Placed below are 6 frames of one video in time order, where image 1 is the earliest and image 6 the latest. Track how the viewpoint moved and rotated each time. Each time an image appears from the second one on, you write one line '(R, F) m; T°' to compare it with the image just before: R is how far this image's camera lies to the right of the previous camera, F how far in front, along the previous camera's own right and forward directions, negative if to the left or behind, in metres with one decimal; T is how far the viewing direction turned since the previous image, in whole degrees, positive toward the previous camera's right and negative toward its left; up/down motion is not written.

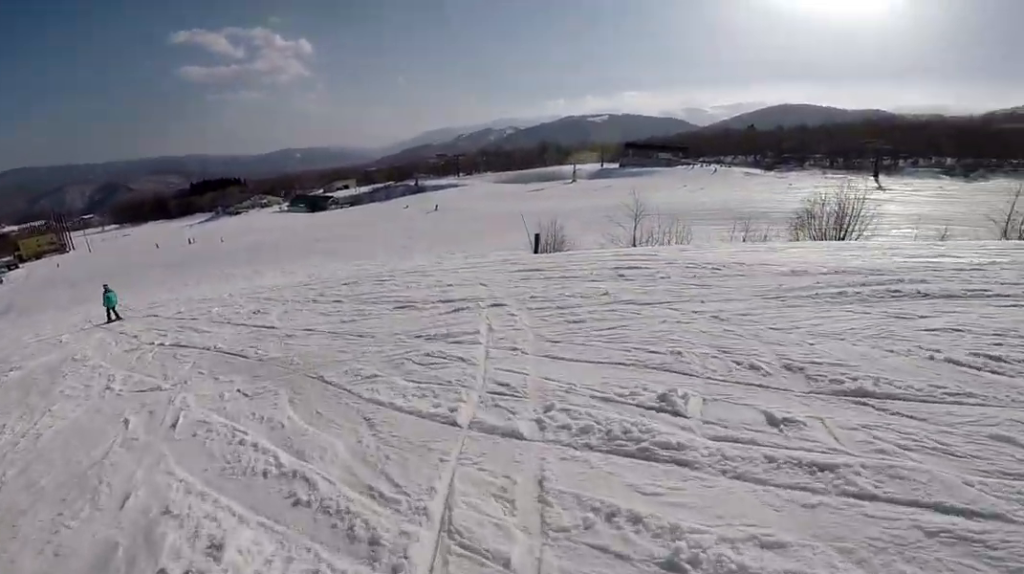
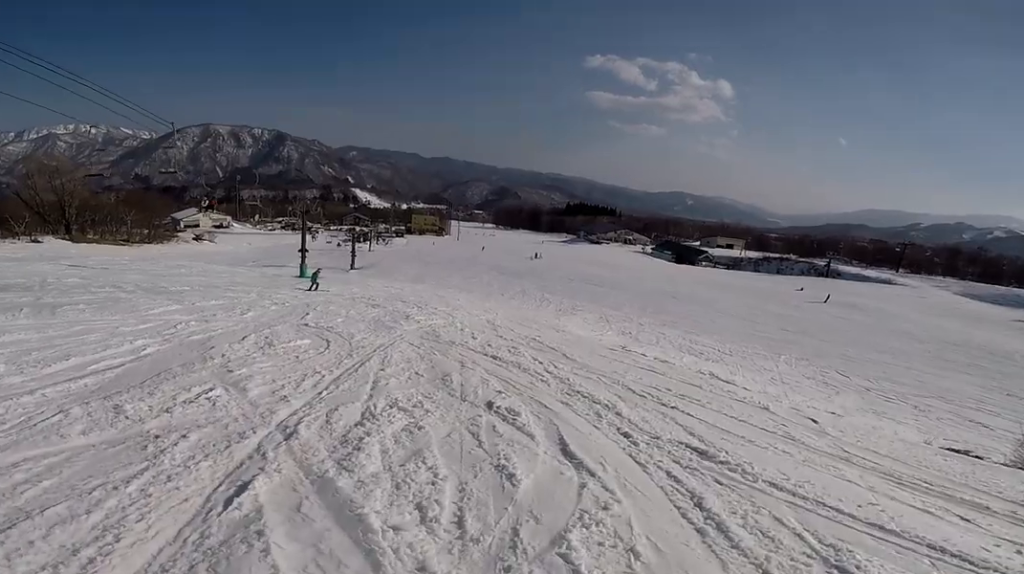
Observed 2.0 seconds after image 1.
(-1.8, +8.1) m; -38°
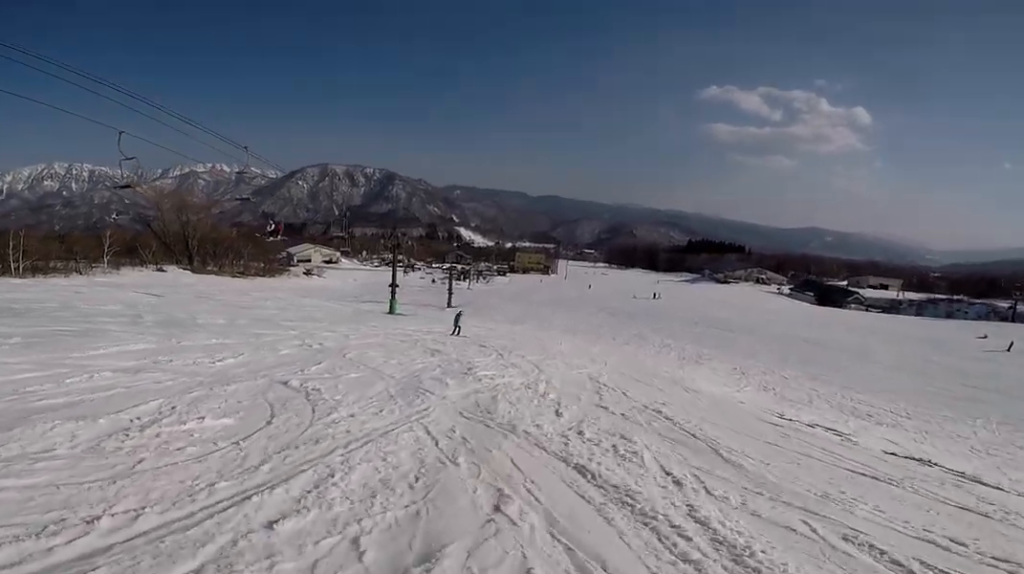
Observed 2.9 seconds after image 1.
(-0.9, +4.0) m; -11°
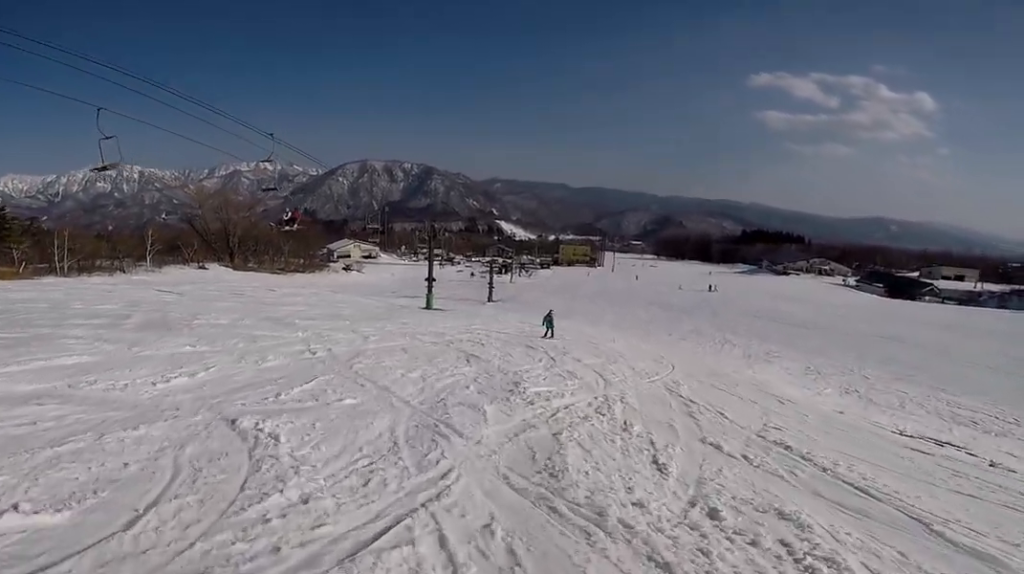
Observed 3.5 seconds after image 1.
(-0.3, +2.5) m; 0°
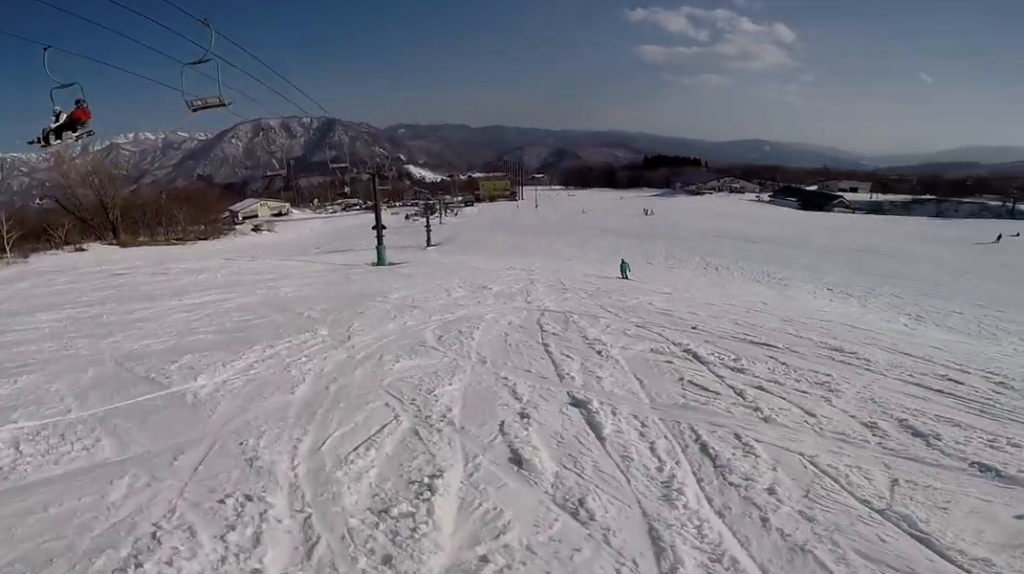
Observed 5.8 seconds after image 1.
(+0.3, +11.0) m; +12°
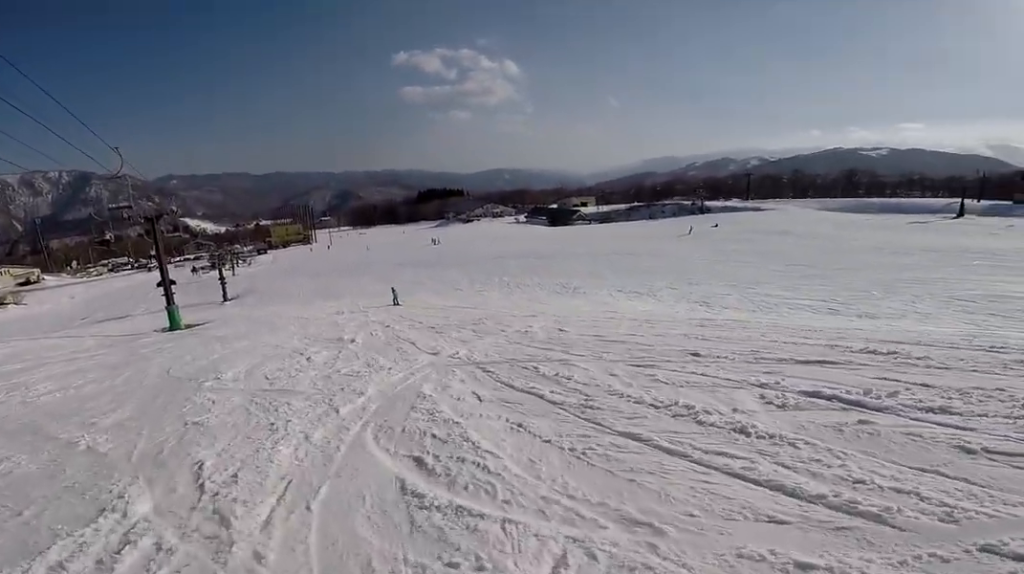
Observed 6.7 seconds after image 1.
(+0.8, +4.1) m; +24°
